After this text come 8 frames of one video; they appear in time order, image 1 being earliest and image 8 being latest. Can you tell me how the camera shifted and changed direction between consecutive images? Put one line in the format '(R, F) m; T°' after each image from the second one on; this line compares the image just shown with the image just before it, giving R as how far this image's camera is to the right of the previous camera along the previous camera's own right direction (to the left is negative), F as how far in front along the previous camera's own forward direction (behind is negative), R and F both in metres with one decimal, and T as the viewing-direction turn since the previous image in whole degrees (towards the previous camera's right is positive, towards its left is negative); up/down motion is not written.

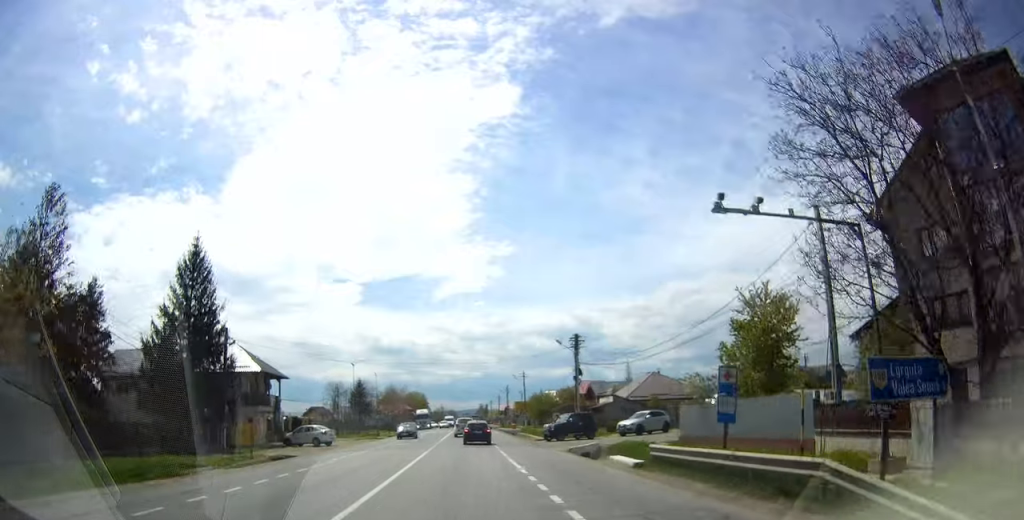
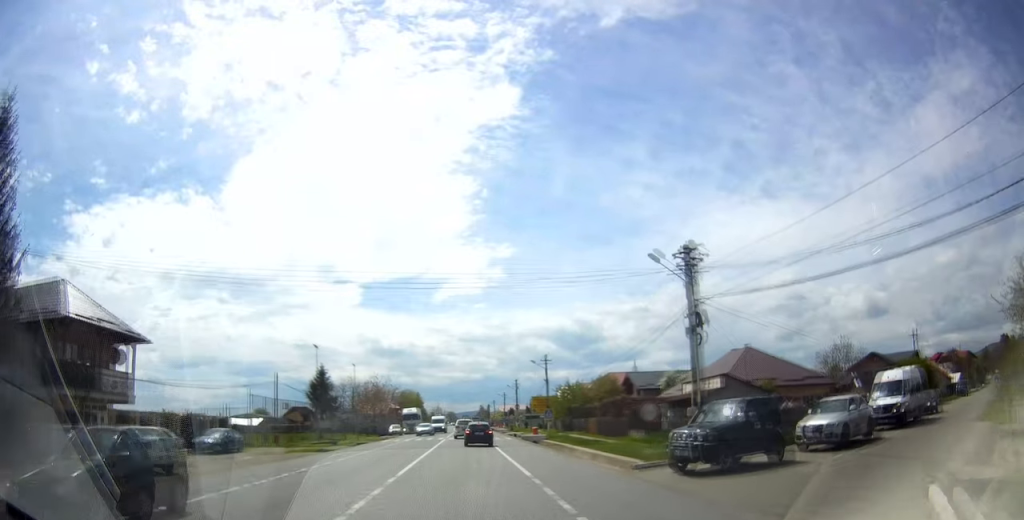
(+0.4, +24.6) m; +3°
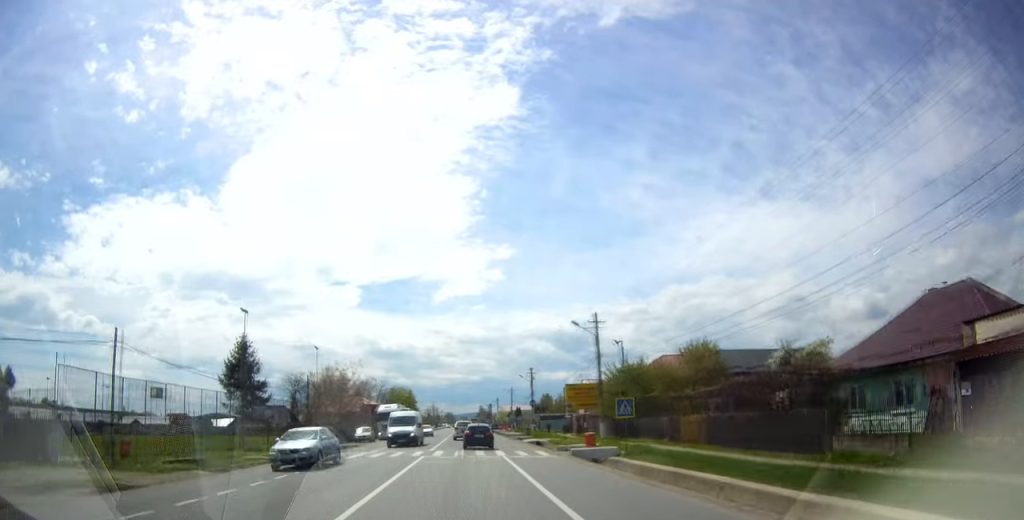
(-0.1, +23.9) m; -1°
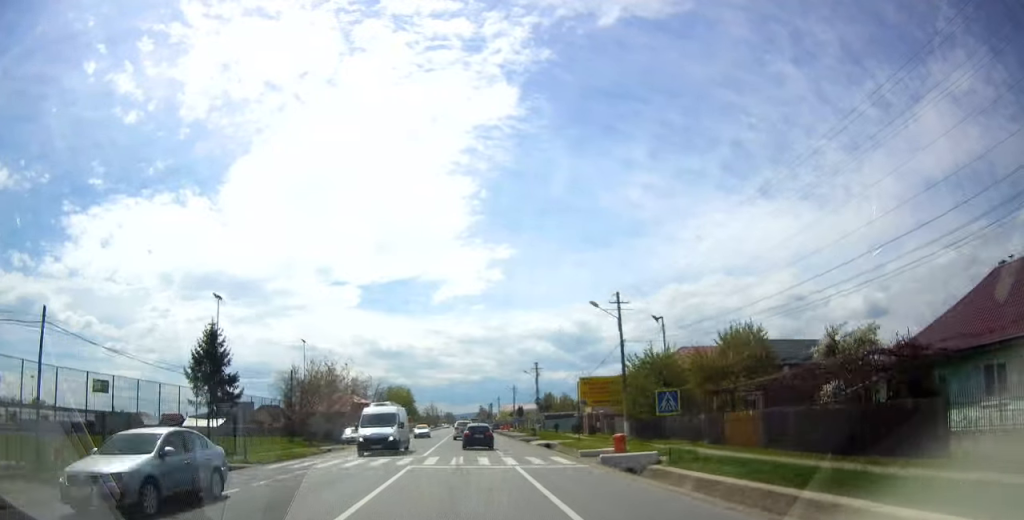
(0.0, +6.0) m; 0°
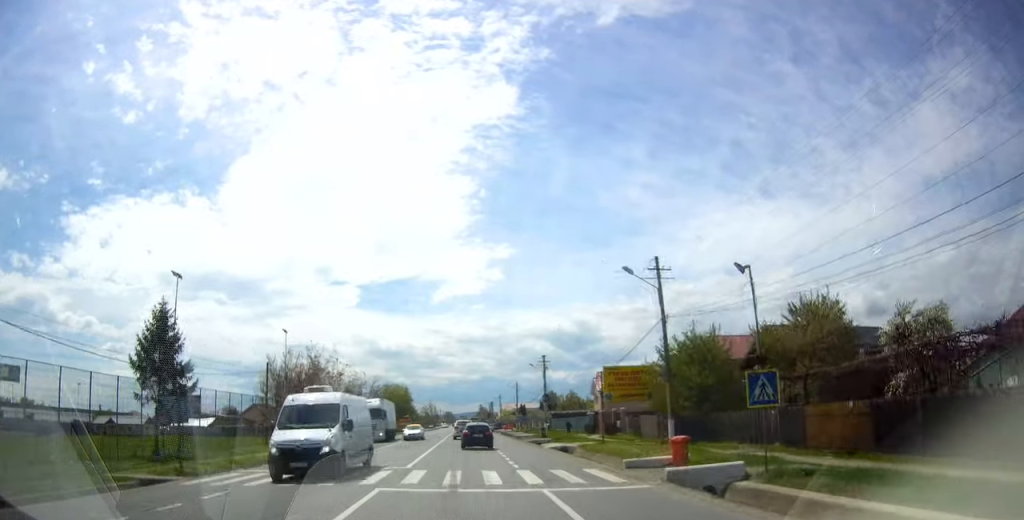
(0.0, +6.6) m; 0°
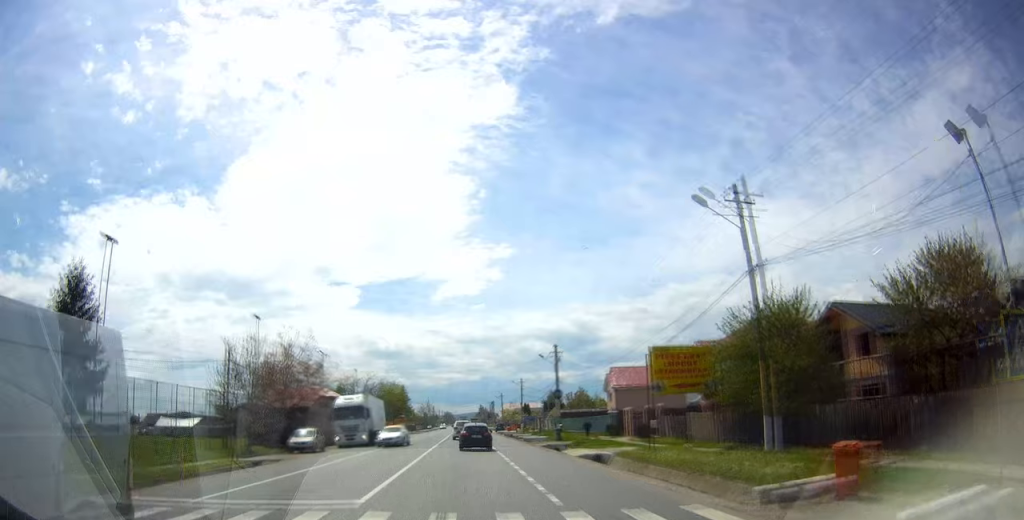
(0.0, +8.3) m; 0°
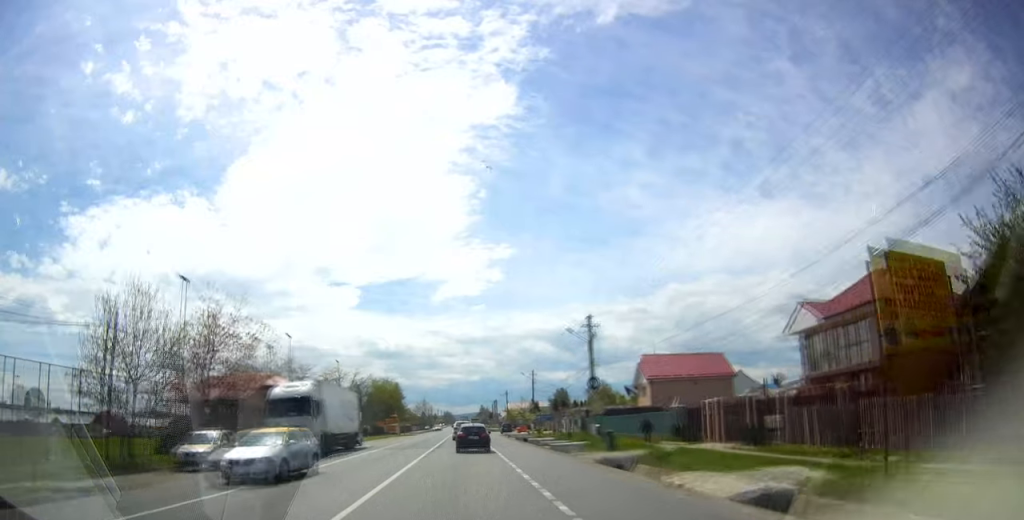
(0.0, +14.4) m; +1°
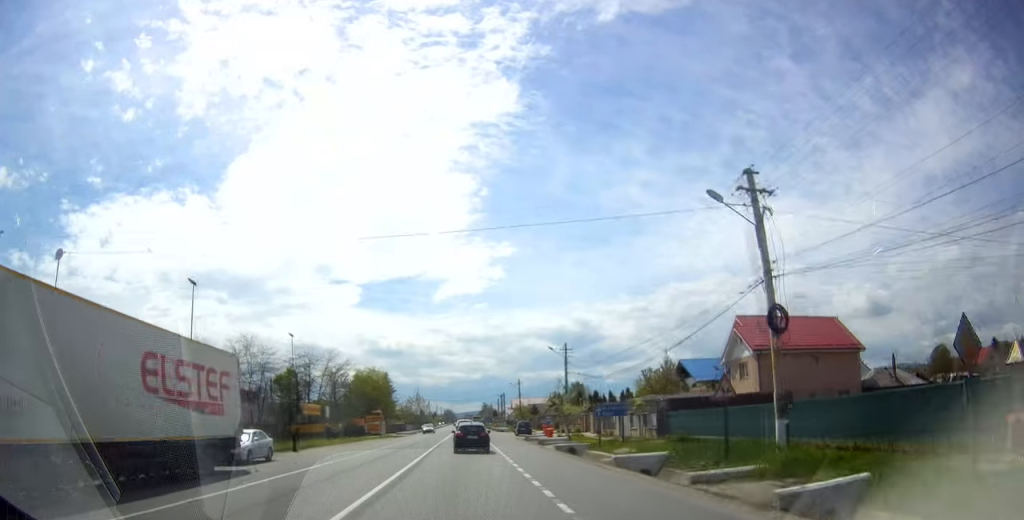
(+0.3, +23.2) m; 0°
